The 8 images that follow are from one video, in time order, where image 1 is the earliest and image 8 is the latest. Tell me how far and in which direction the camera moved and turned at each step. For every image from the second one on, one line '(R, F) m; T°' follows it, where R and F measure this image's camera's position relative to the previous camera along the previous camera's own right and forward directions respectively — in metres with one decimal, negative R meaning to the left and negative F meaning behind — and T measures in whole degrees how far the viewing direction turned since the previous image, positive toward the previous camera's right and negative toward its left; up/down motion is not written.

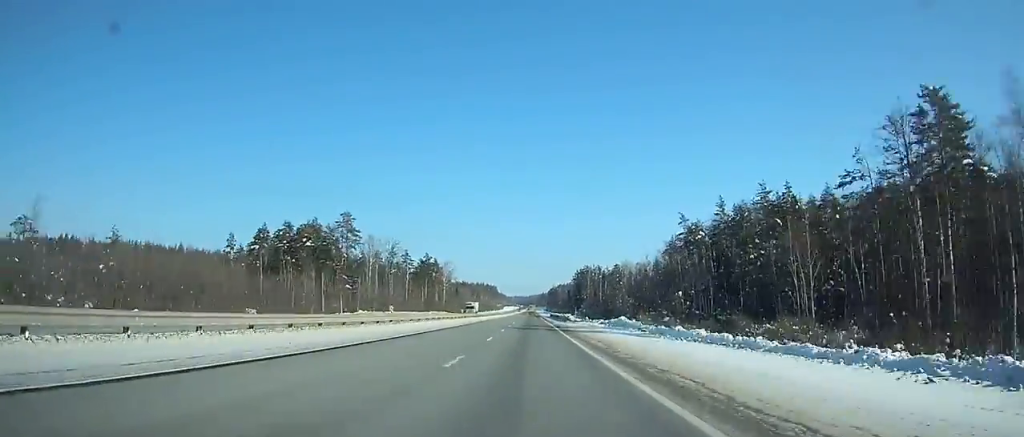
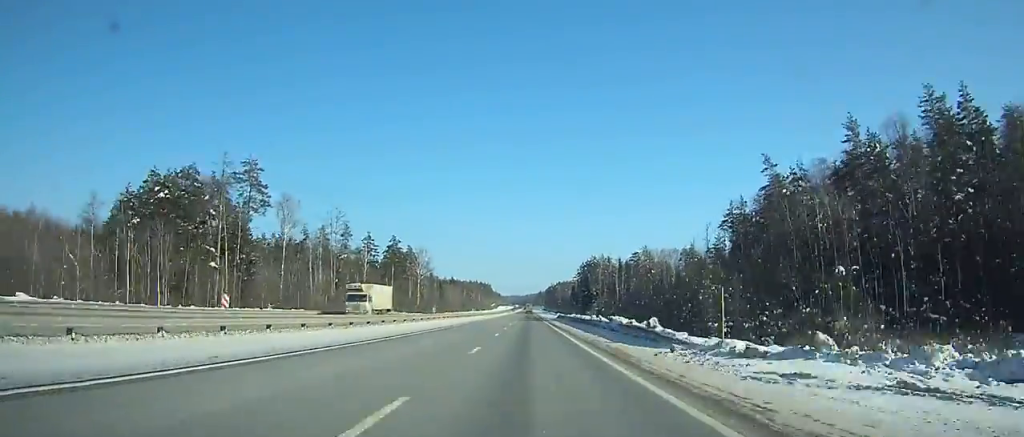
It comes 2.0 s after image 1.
(+0.1, +57.2) m; 0°
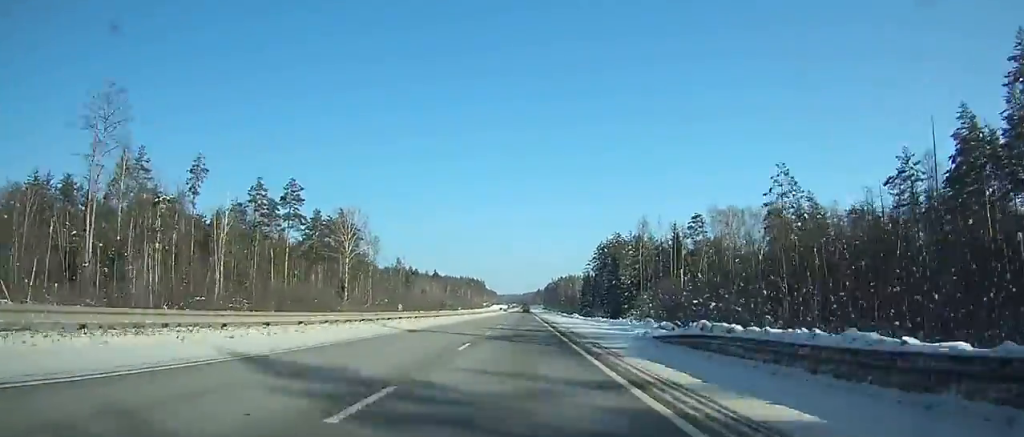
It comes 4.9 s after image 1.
(+0.2, +83.2) m; 0°
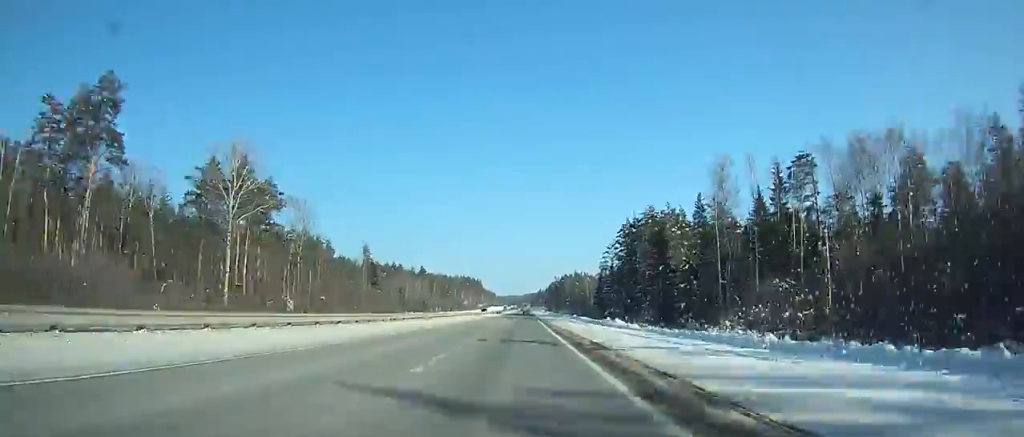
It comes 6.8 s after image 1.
(0.0, +54.6) m; 0°
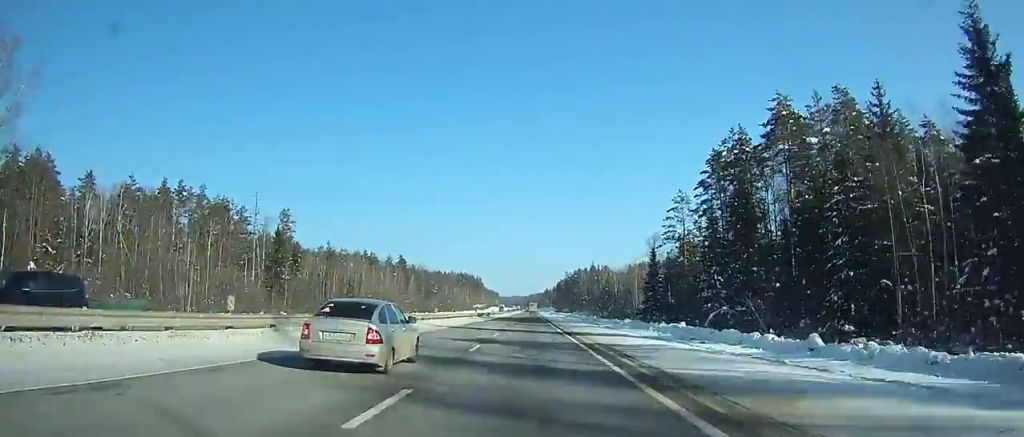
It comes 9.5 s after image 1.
(-0.2, +77.9) m; 0°
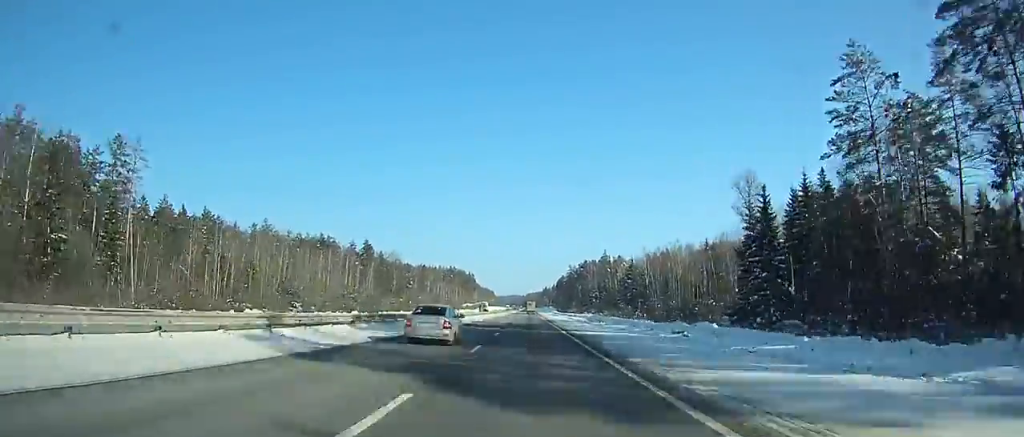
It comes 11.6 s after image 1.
(-0.1, +60.8) m; 0°
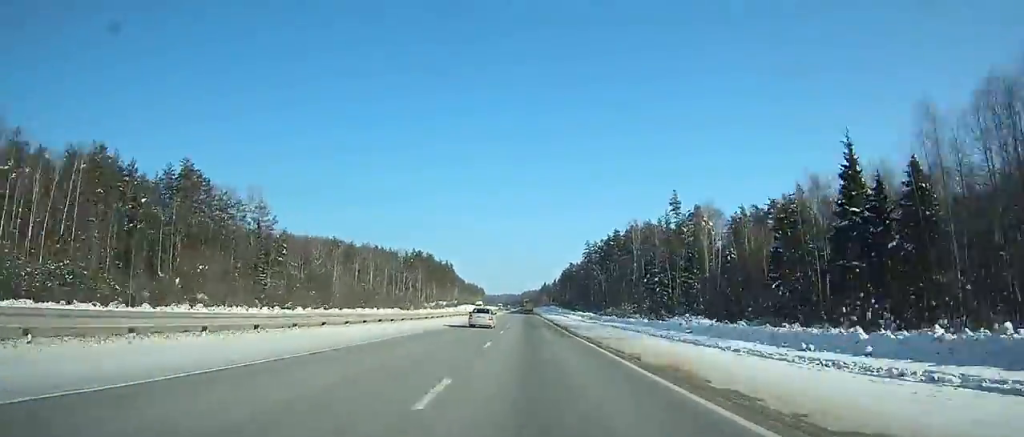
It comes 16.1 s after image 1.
(+0.1, +130.1) m; 0°
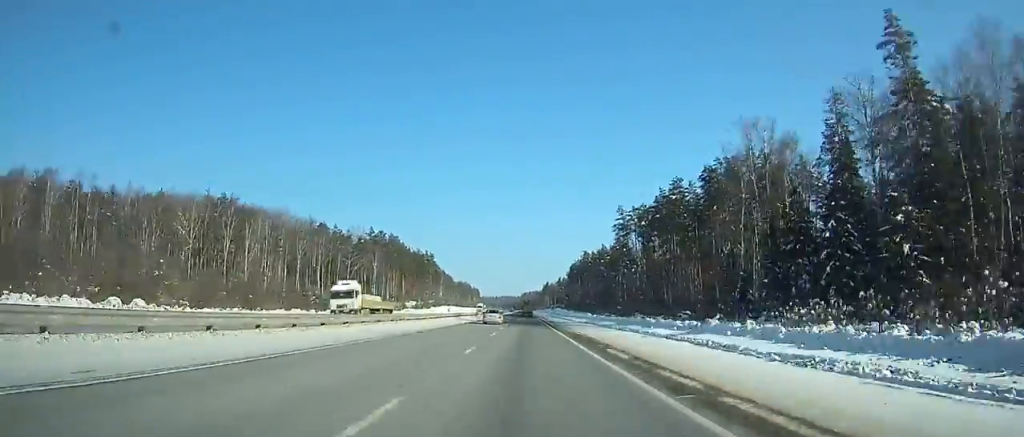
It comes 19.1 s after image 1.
(+0.1, +86.5) m; 0°
